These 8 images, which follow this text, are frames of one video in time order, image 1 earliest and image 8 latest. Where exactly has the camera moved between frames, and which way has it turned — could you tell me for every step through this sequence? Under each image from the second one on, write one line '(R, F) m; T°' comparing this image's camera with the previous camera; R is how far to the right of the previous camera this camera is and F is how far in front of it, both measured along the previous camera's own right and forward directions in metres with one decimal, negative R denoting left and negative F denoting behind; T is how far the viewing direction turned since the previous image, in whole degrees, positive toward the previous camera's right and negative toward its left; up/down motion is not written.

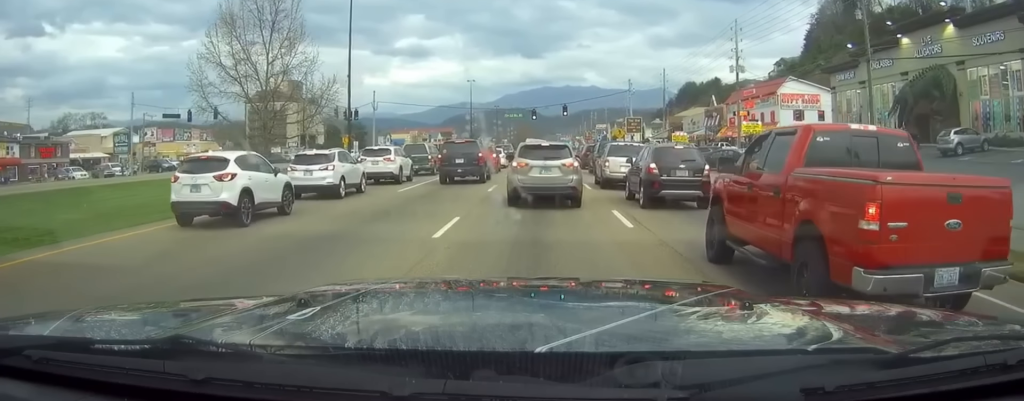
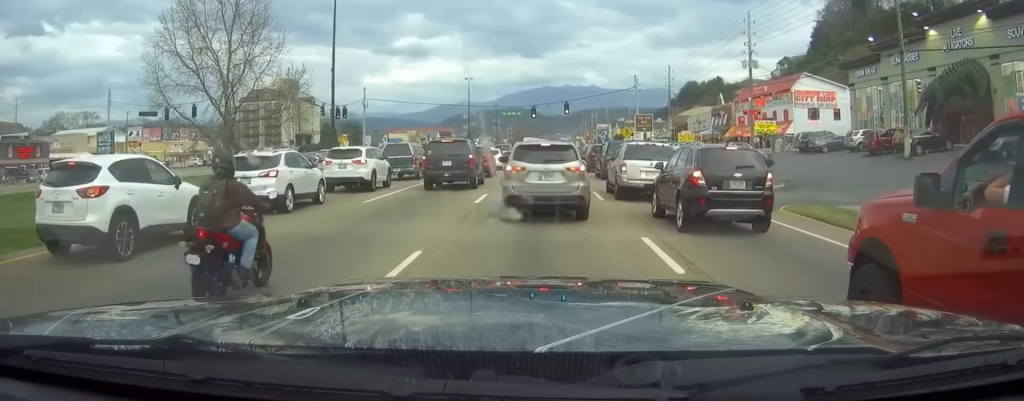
(0.0, +4.8) m; +1°
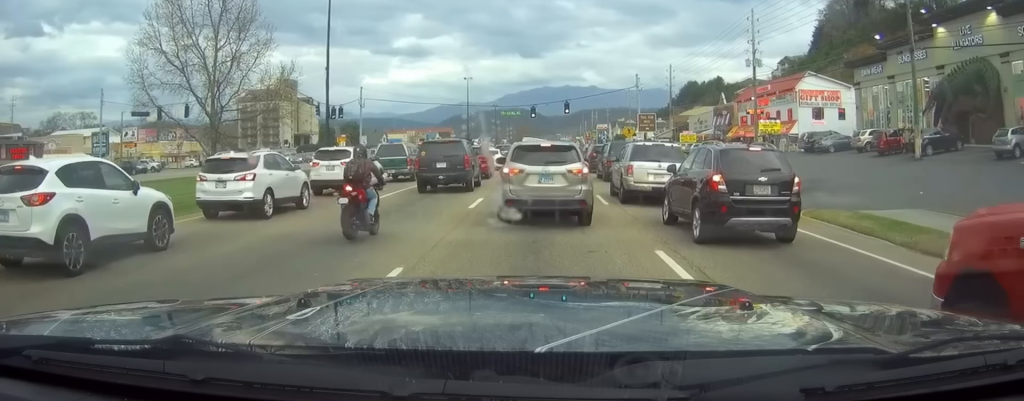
(0.0, +1.2) m; 0°
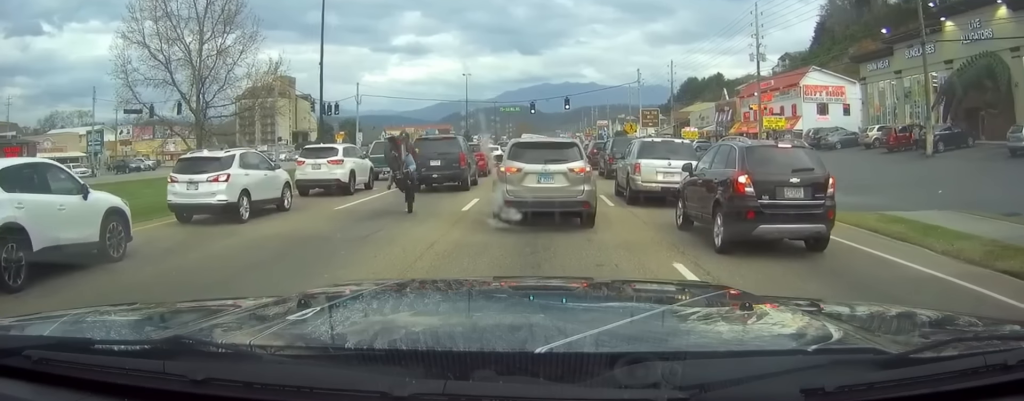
(0.0, +1.1) m; 0°
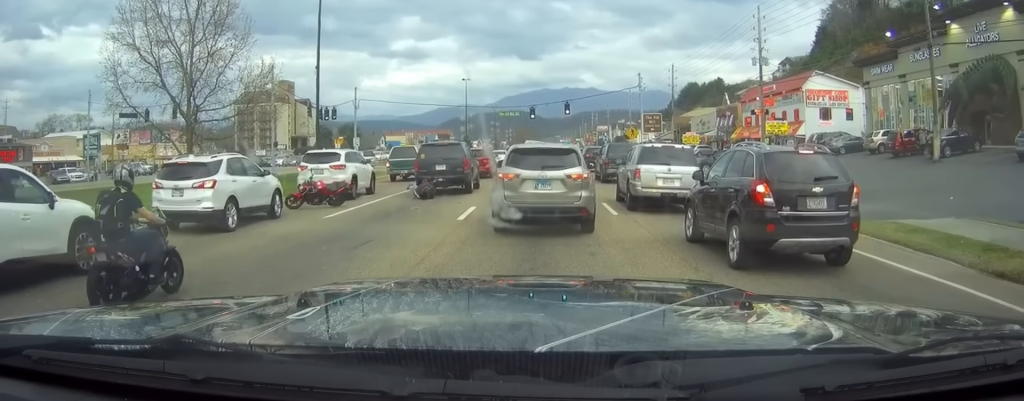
(-0.2, +1.0) m; 0°
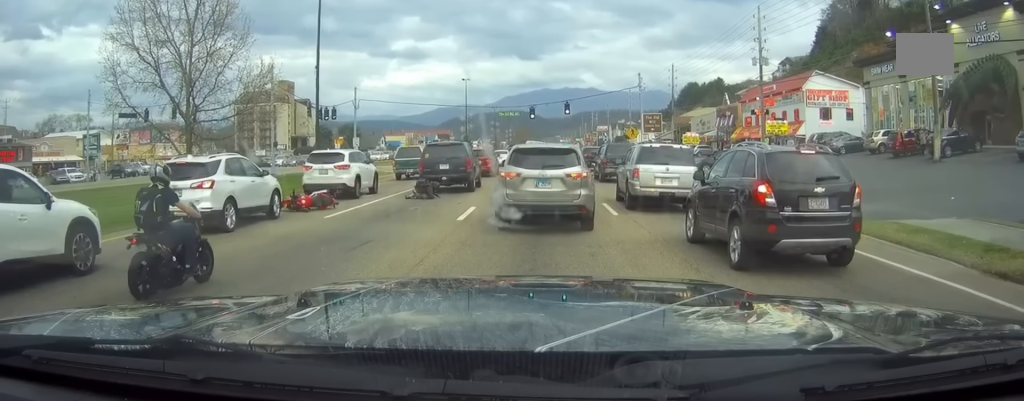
(0.0, +0.2) m; 0°
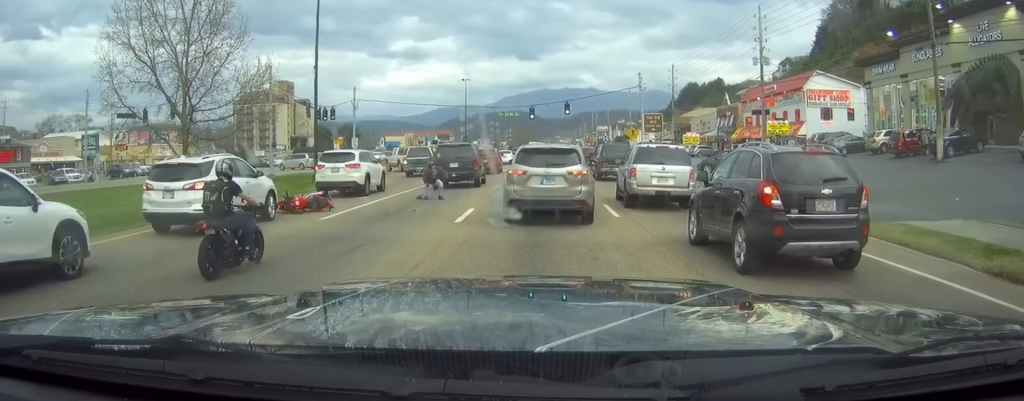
(0.0, +0.7) m; 0°
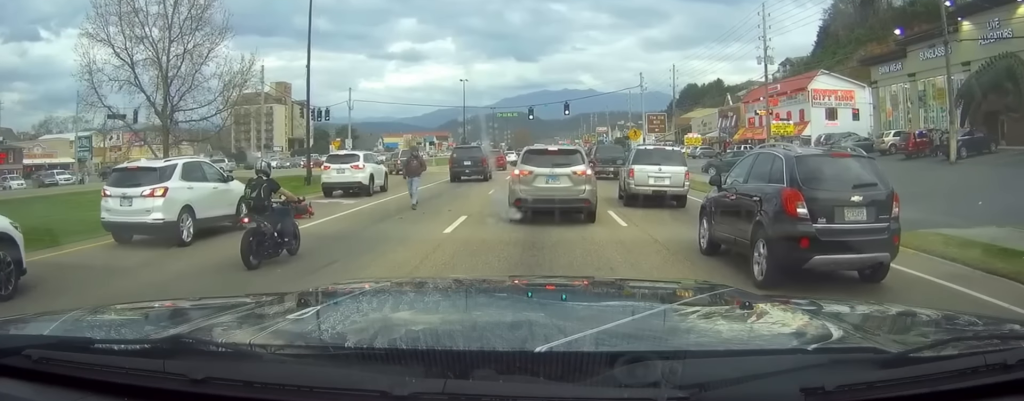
(0.0, +2.5) m; -1°
